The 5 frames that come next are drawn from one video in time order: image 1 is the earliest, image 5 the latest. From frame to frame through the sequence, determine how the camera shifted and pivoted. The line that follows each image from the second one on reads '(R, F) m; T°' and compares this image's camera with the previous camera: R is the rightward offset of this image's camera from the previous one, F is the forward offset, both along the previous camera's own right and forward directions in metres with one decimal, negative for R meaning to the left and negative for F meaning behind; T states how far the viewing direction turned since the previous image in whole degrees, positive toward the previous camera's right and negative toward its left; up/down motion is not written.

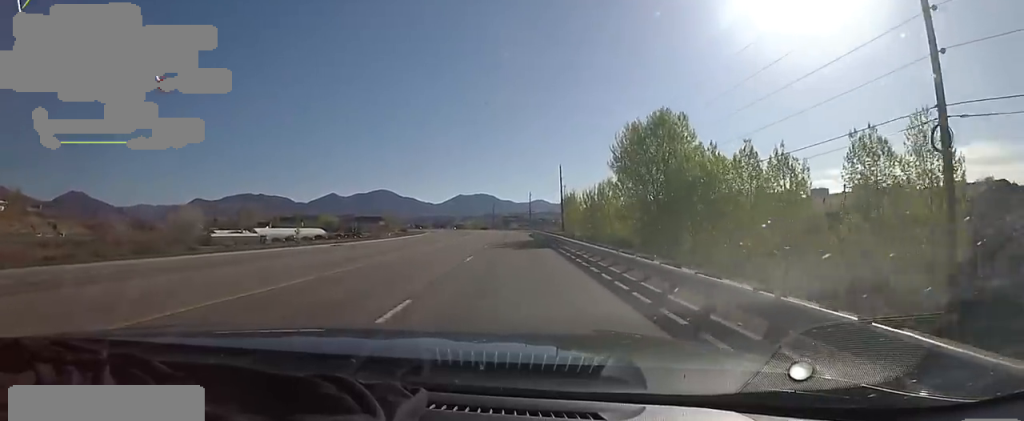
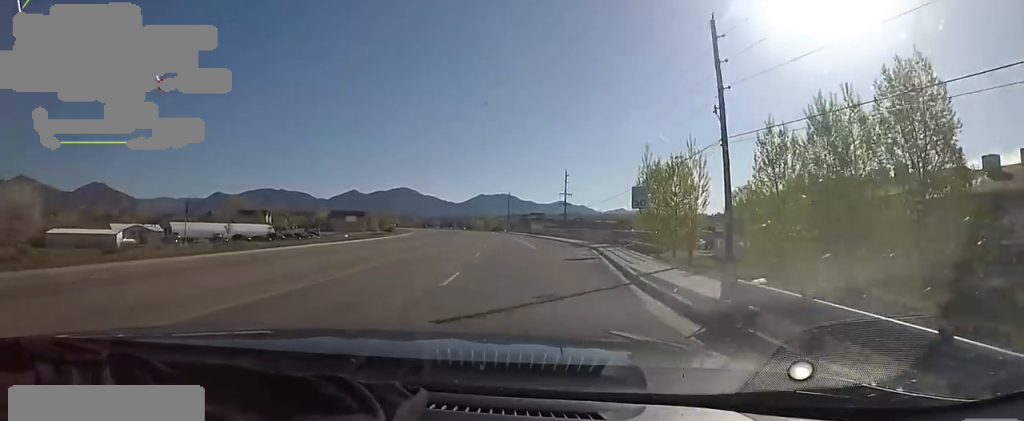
(-3.8, +56.0) m; -4°
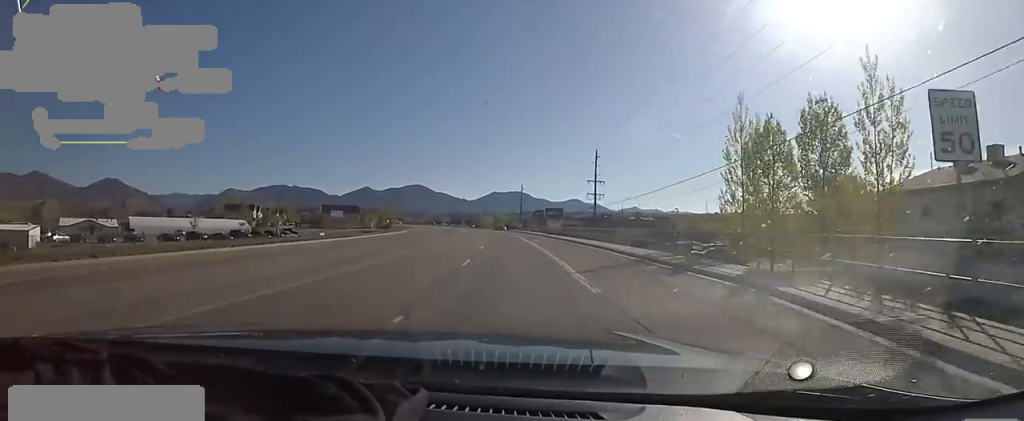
(+0.5, +19.7) m; 0°
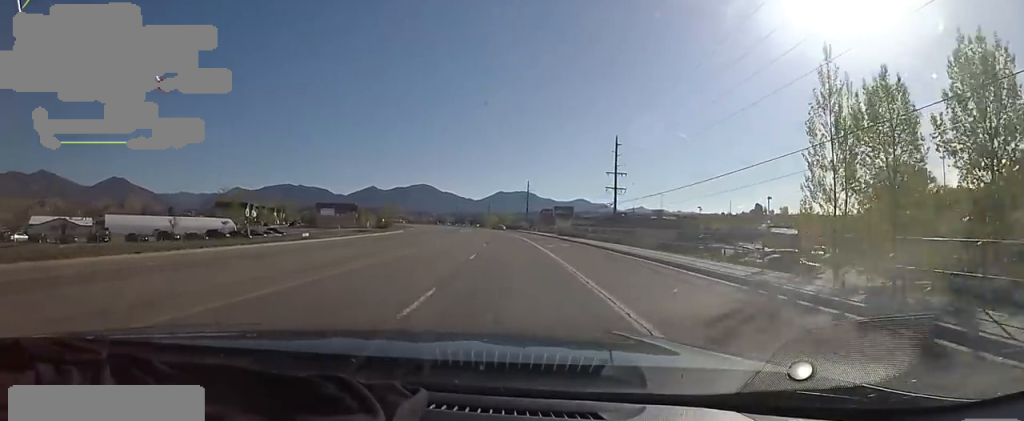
(+0.1, +9.2) m; -1°
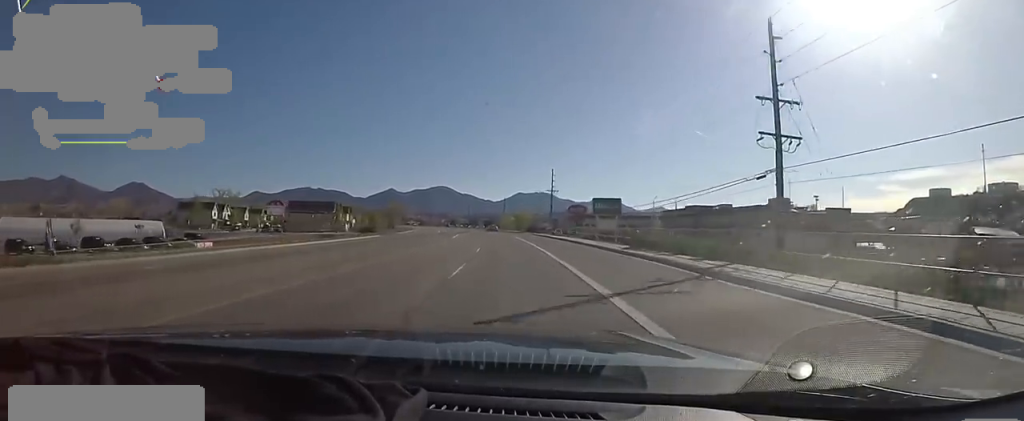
(-2.2, +30.2) m; -4°
